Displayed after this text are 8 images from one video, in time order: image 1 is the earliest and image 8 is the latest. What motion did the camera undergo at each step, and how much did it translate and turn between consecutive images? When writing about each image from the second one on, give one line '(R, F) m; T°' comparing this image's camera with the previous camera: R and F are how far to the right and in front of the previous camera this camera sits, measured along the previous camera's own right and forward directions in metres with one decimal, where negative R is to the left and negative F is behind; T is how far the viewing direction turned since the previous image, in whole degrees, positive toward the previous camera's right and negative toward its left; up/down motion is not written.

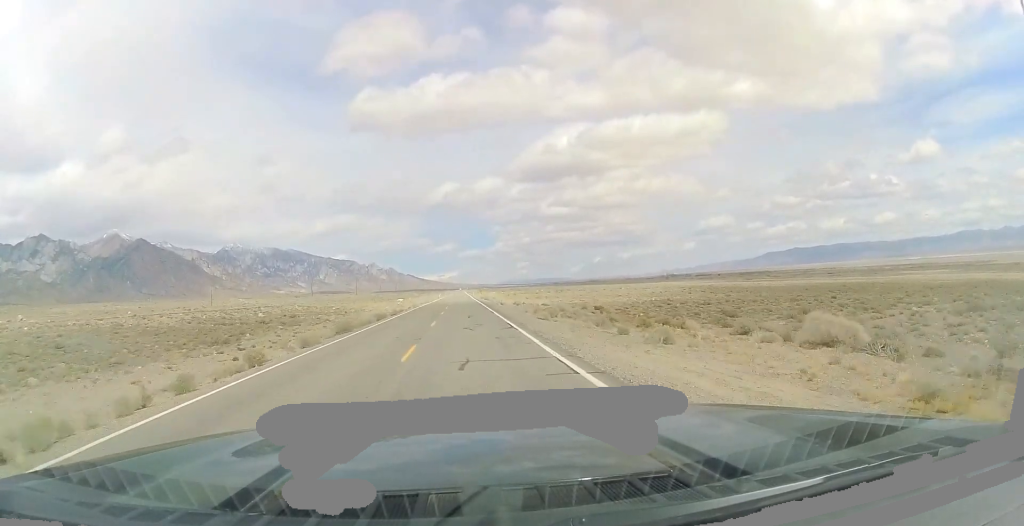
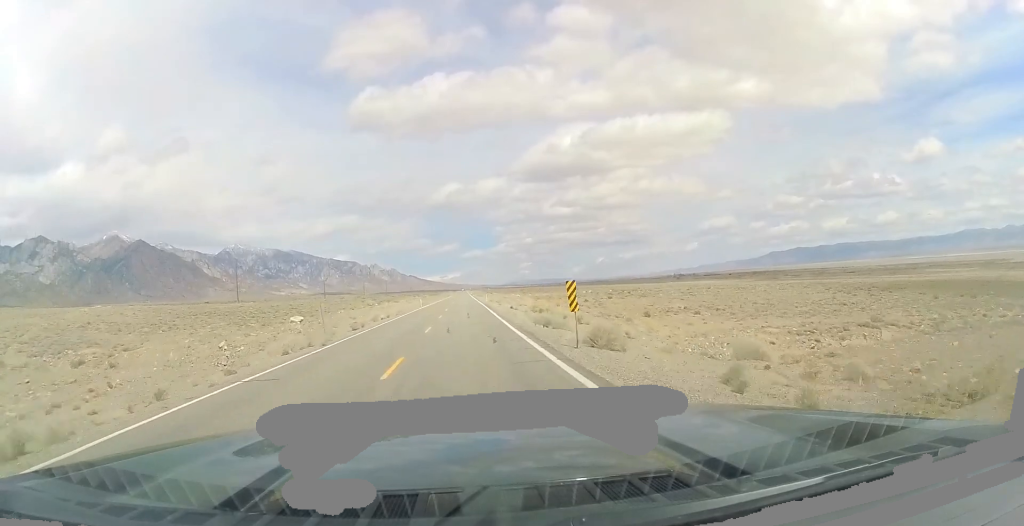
(-0.1, +75.2) m; 0°
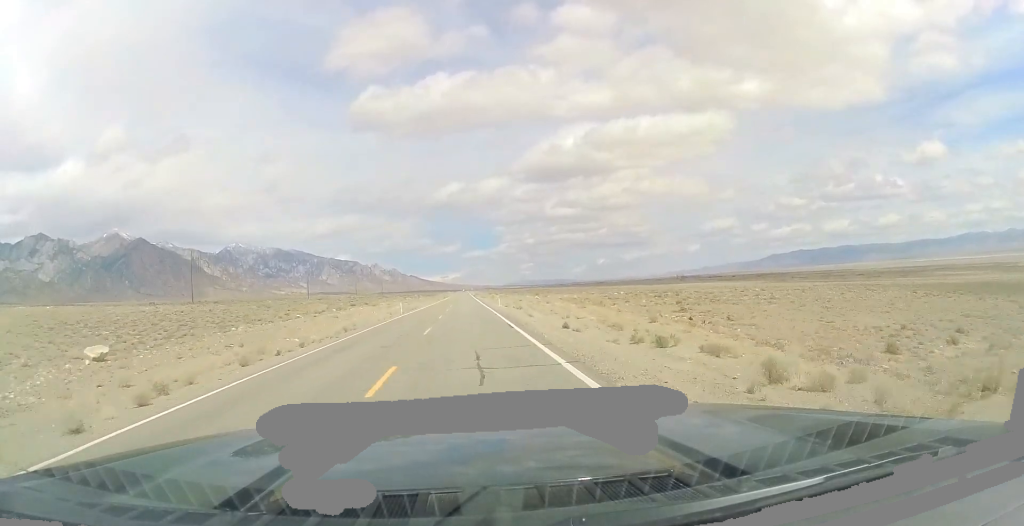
(0.0, +26.3) m; 0°
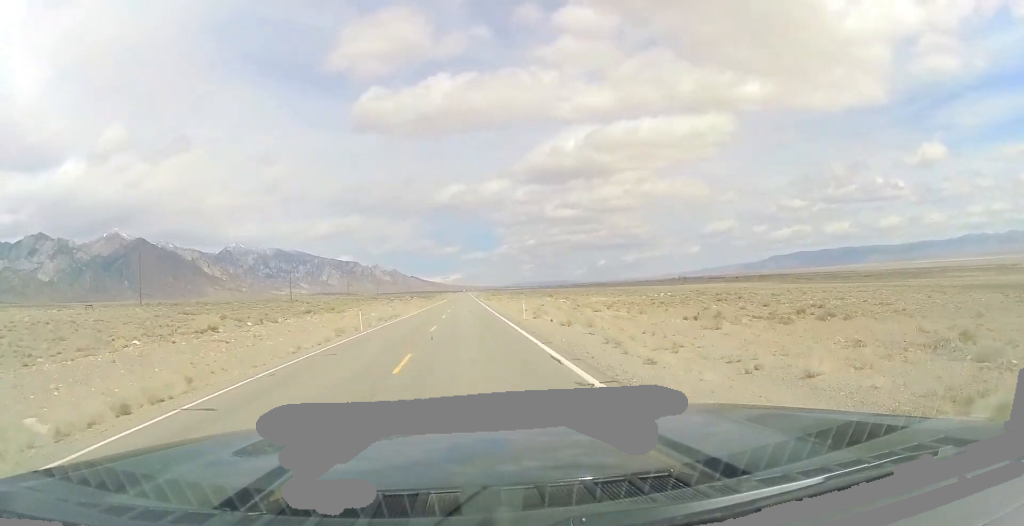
(0.0, +21.7) m; 0°
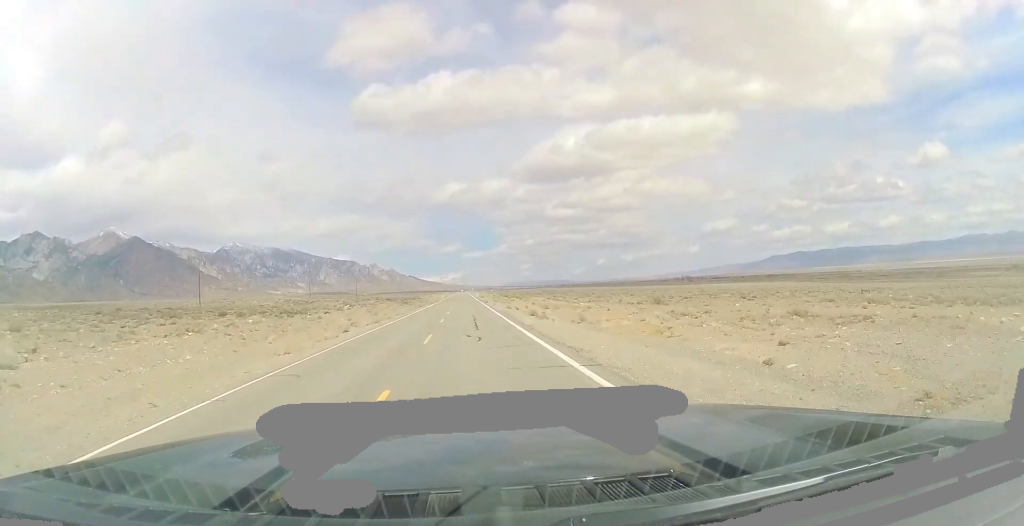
(-0.1, +66.2) m; -1°
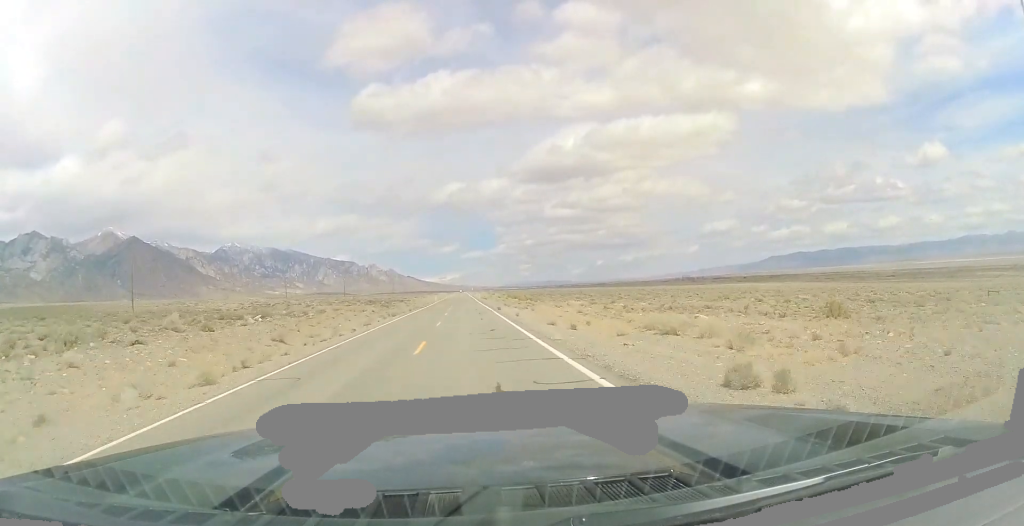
(0.0, +27.4) m; 0°
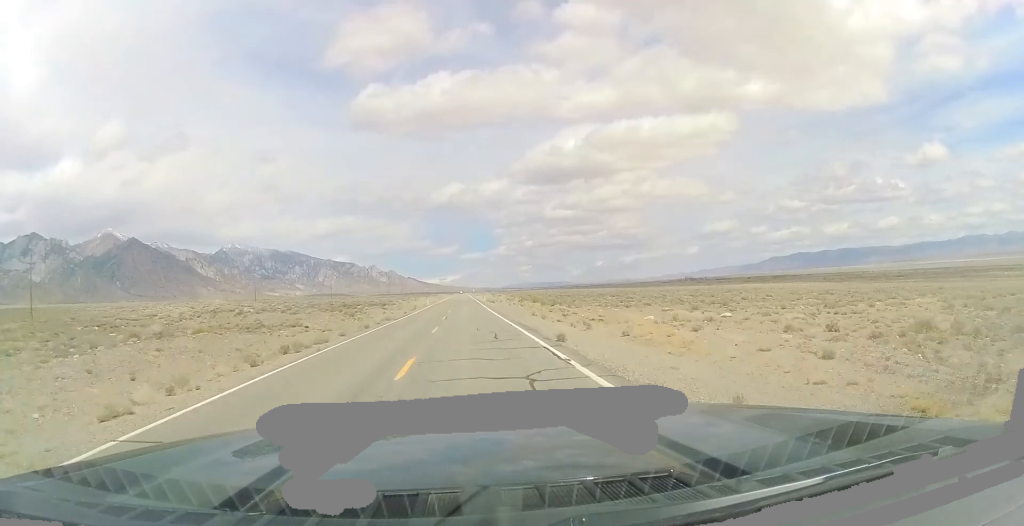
(0.0, +28.6) m; 0°
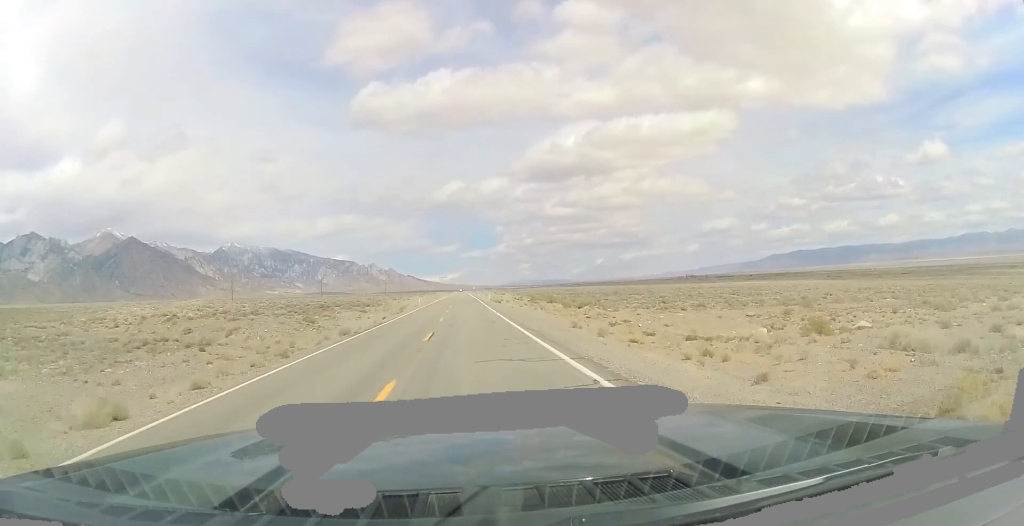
(+0.1, +16.0) m; 0°
